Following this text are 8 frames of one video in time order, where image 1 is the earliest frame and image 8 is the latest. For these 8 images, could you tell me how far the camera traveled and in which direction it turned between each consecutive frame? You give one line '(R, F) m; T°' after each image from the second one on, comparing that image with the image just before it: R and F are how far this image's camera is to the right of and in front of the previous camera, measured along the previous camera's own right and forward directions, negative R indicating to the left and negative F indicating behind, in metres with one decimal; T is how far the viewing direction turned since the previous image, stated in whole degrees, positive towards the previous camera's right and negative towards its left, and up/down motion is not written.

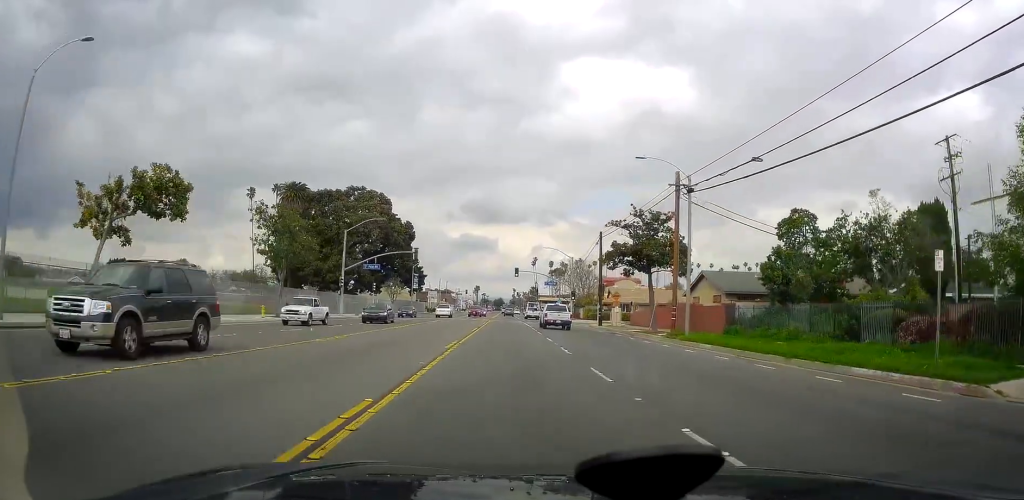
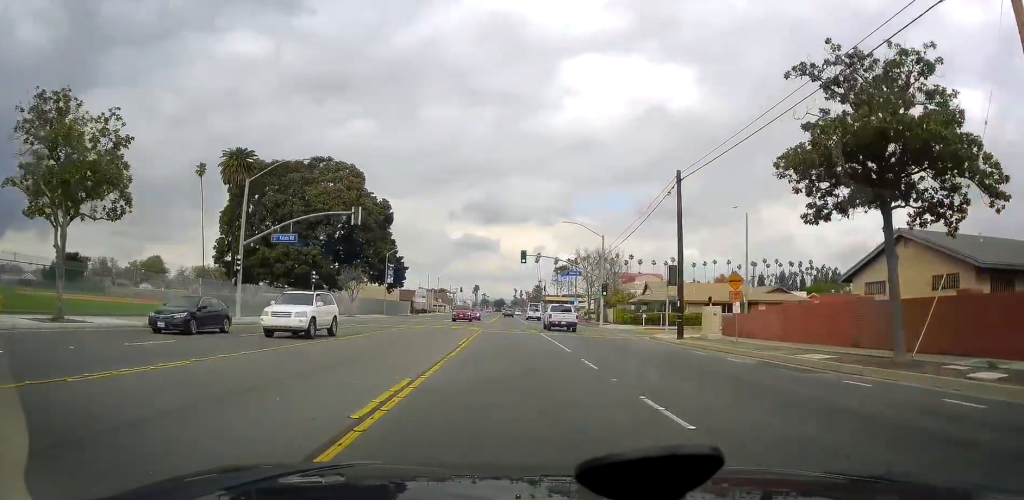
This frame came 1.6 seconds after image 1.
(+0.3, +26.2) m; +3°
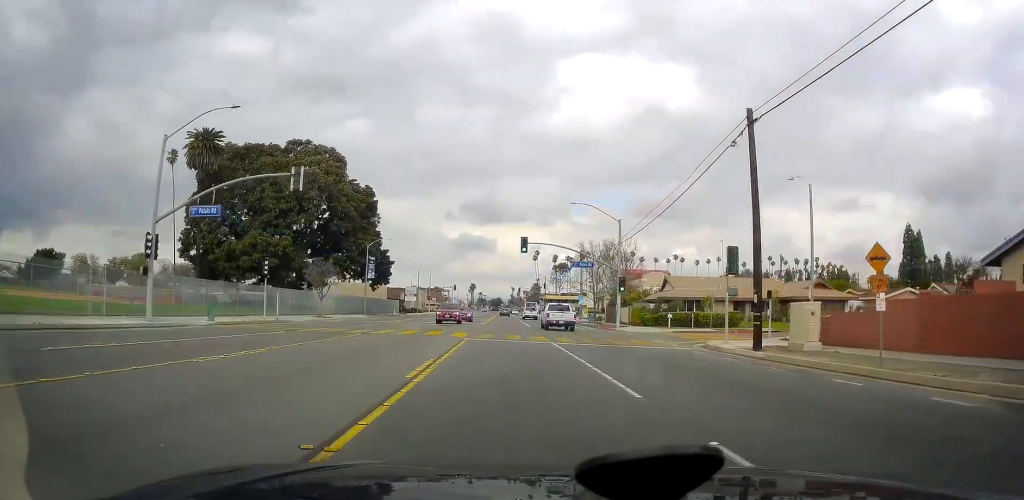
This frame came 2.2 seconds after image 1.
(0.0, +10.7) m; 0°
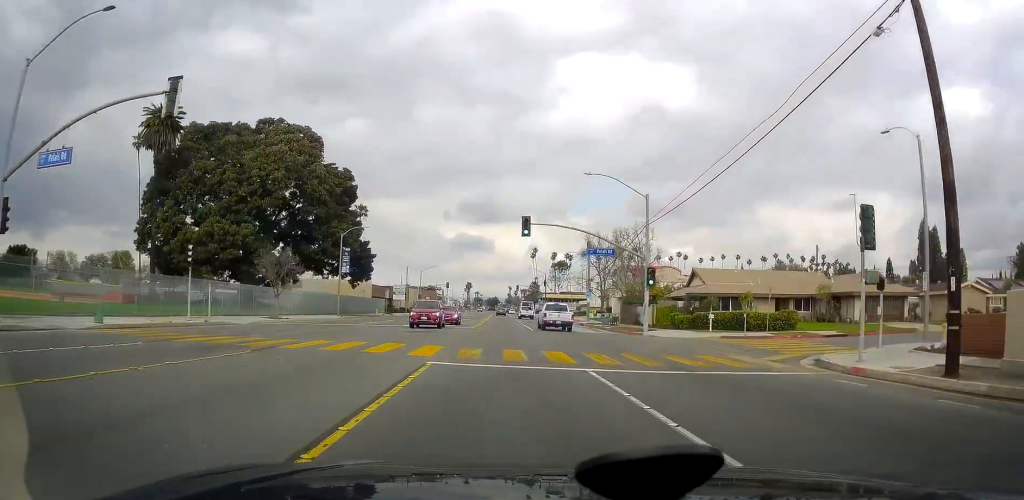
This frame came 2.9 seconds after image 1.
(0.0, +11.2) m; 0°
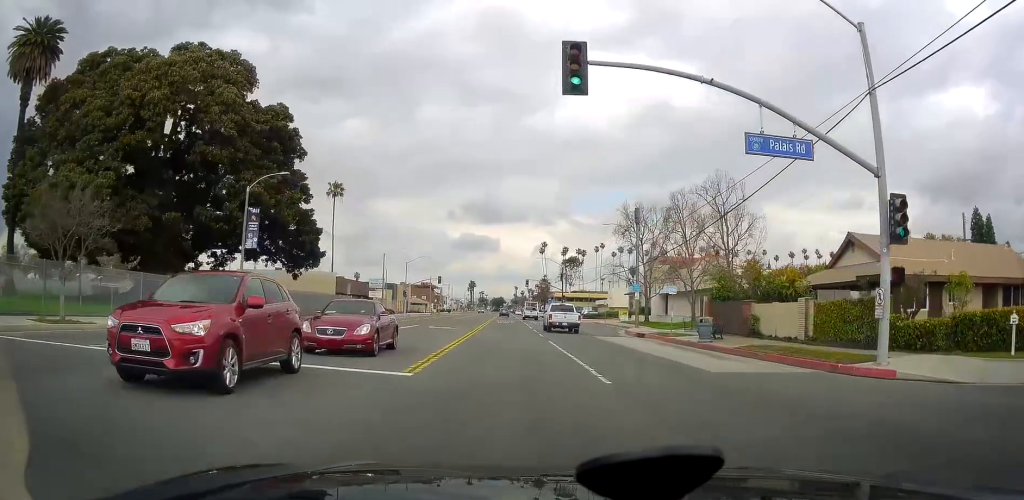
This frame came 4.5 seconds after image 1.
(0.0, +26.8) m; 0°
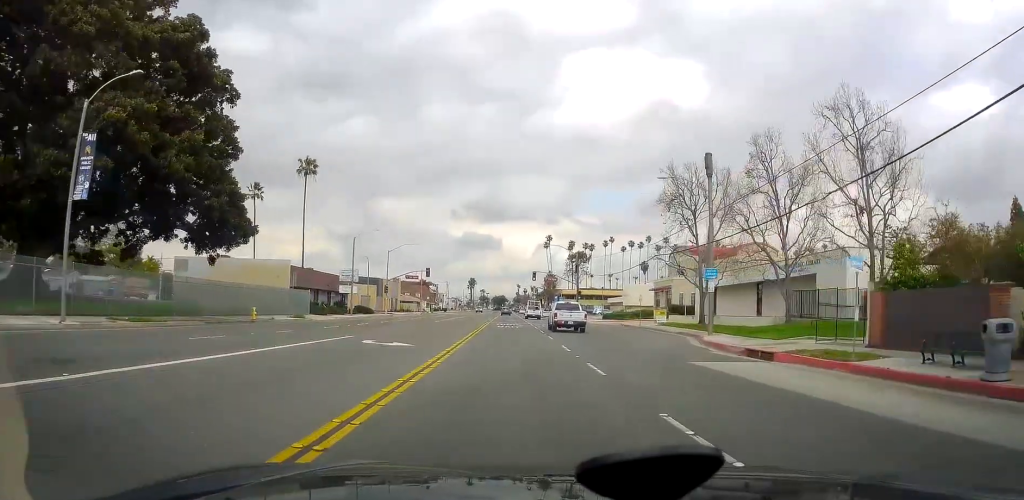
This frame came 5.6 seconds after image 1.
(0.0, +18.8) m; 0°
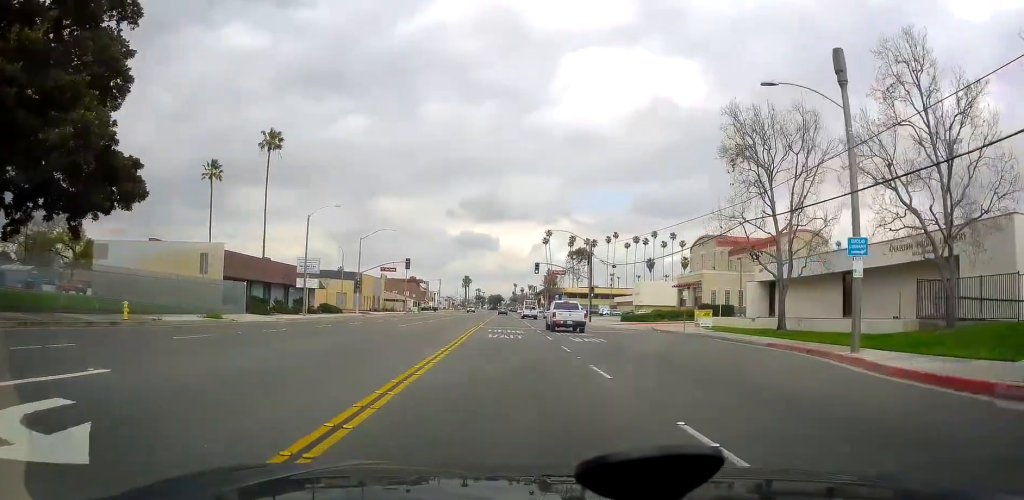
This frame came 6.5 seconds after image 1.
(0.0, +15.4) m; 0°
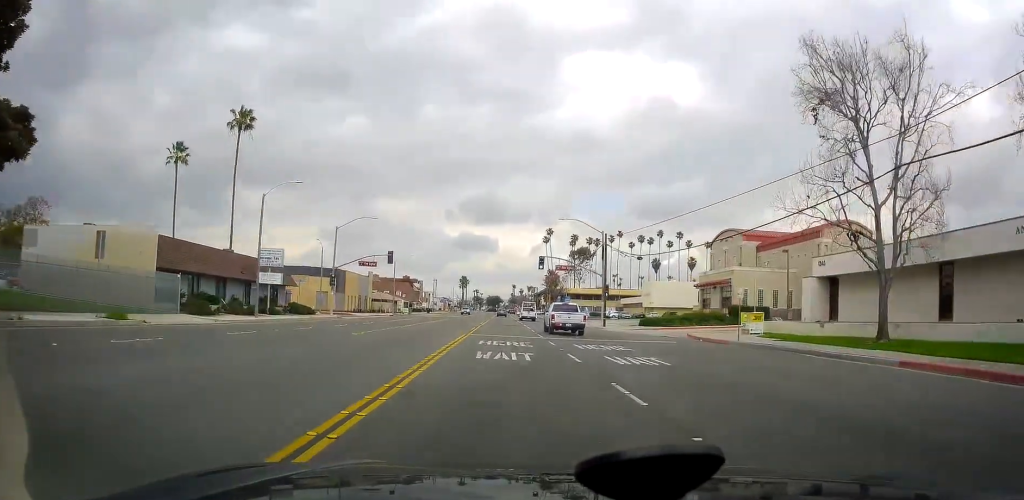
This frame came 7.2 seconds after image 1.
(0.0, +10.5) m; 0°
